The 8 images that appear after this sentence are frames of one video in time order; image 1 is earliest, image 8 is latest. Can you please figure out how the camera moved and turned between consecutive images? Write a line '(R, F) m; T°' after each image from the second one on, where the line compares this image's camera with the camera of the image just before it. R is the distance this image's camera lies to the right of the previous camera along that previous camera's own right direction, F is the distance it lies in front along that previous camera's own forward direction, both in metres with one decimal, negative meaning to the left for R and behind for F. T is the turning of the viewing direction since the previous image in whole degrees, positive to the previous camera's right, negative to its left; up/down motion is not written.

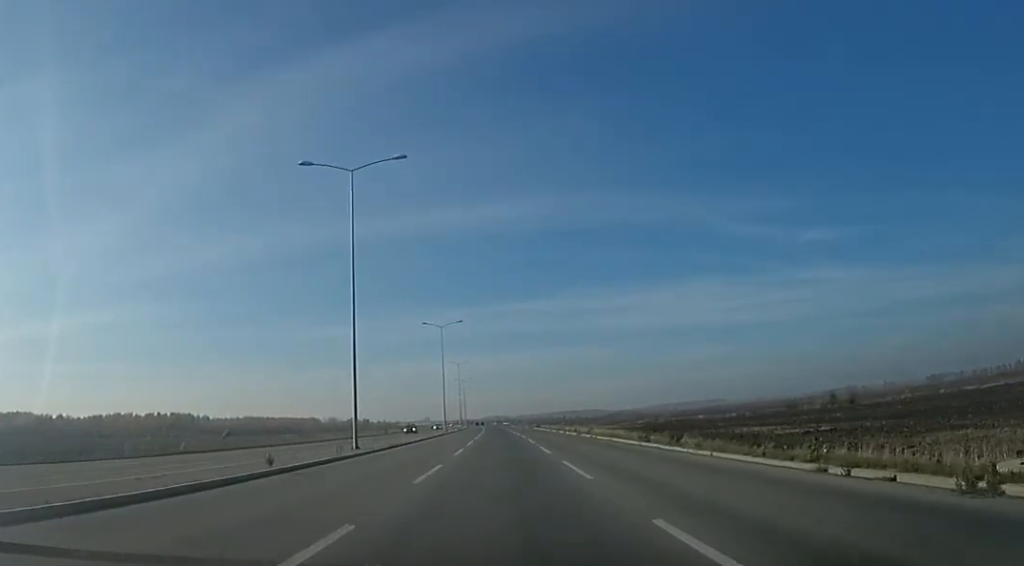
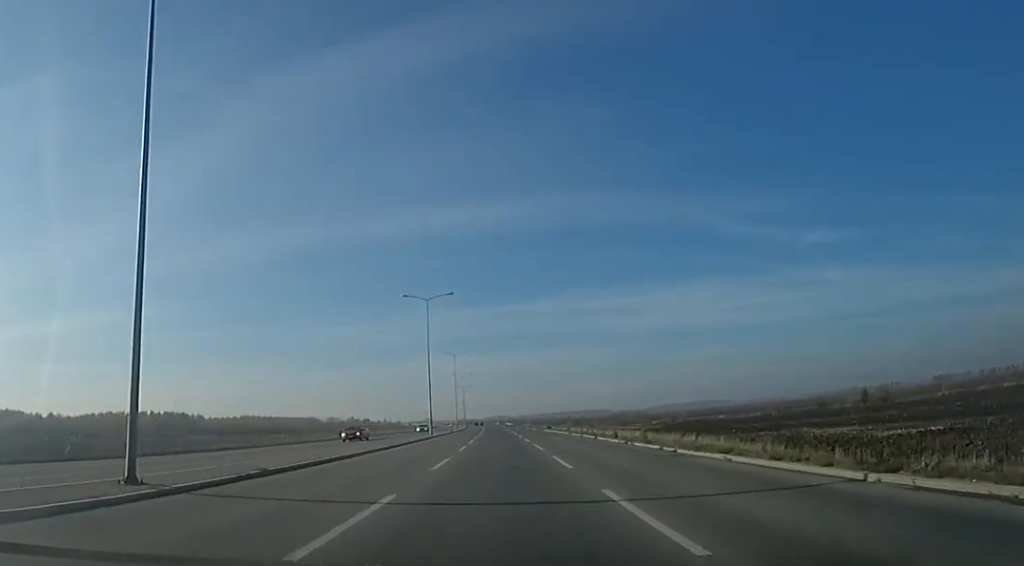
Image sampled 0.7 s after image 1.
(0.0, +17.1) m; 0°
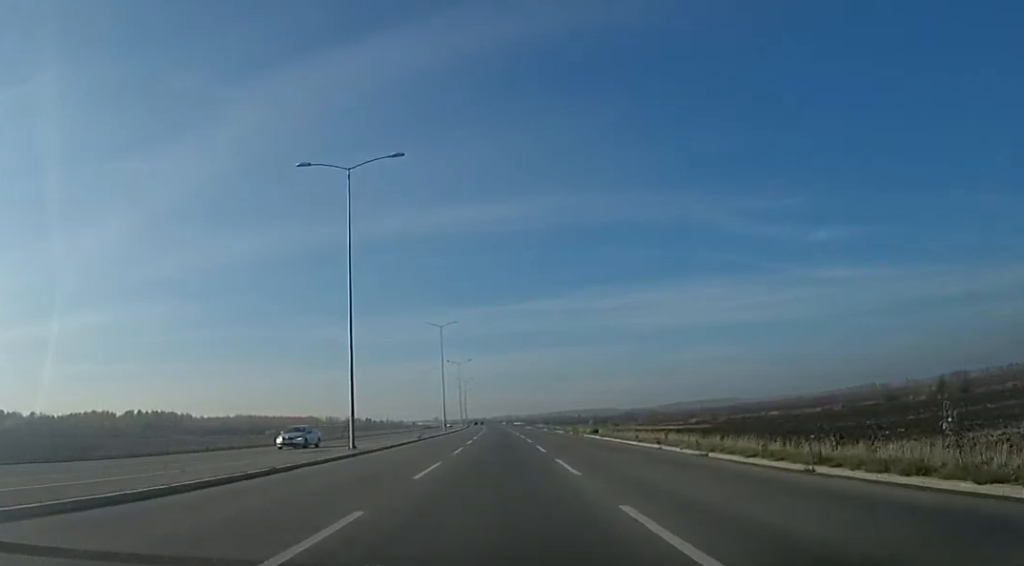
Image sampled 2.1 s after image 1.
(0.0, +32.1) m; -1°
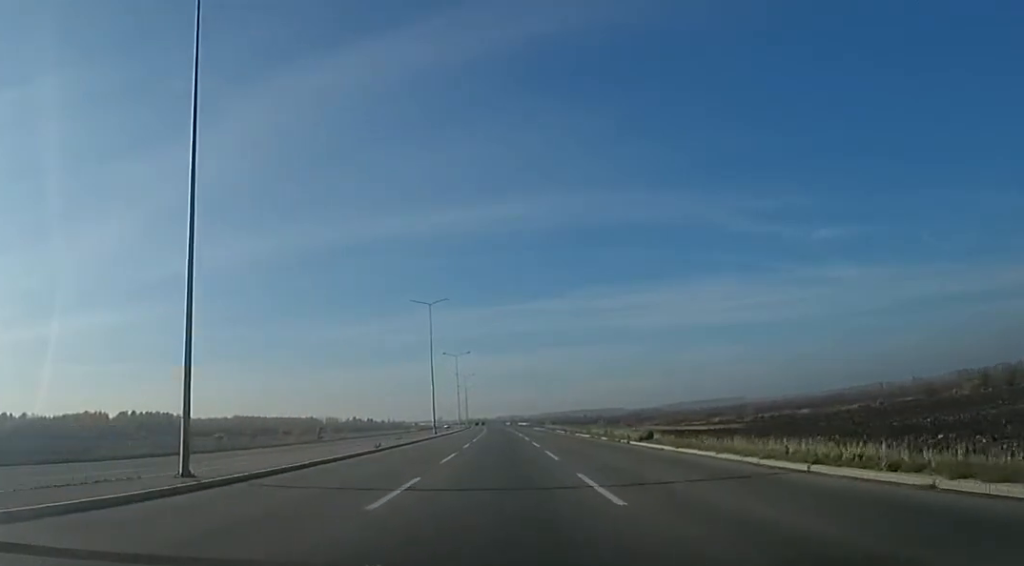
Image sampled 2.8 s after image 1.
(+0.1, +14.7) m; -1°
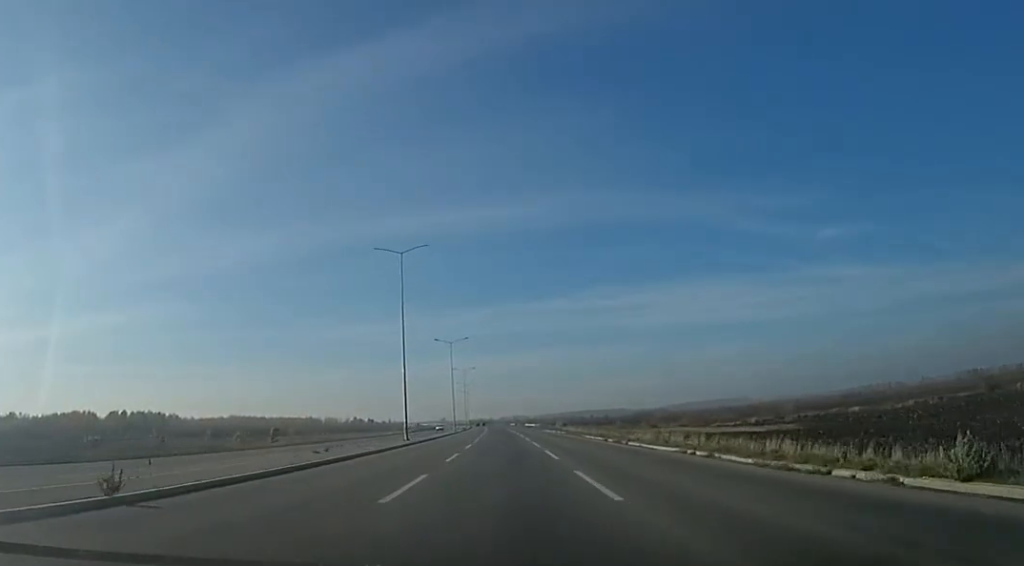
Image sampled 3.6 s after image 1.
(-0.5, +19.2) m; -1°
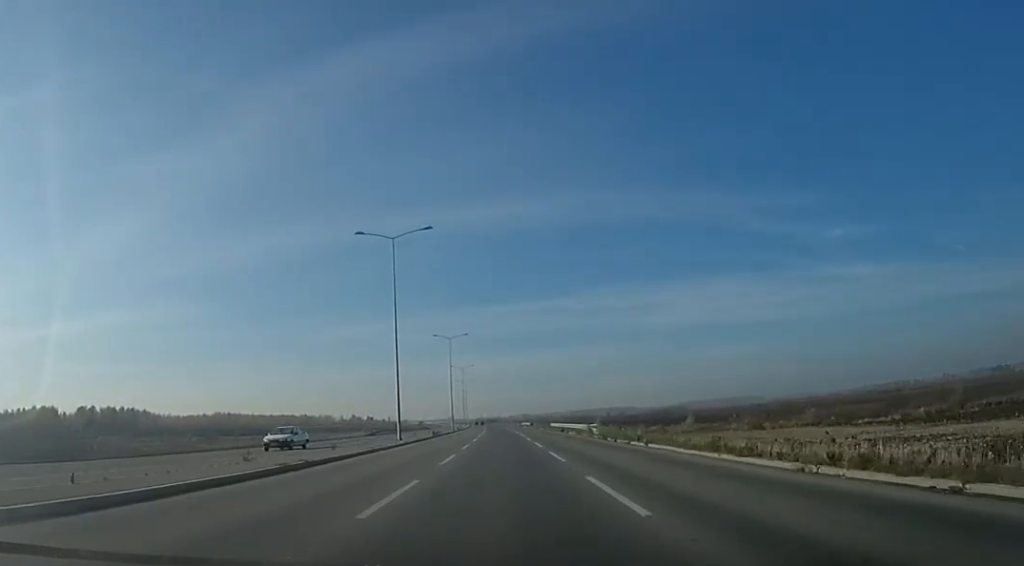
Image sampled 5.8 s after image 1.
(-0.2, +50.4) m; -1°
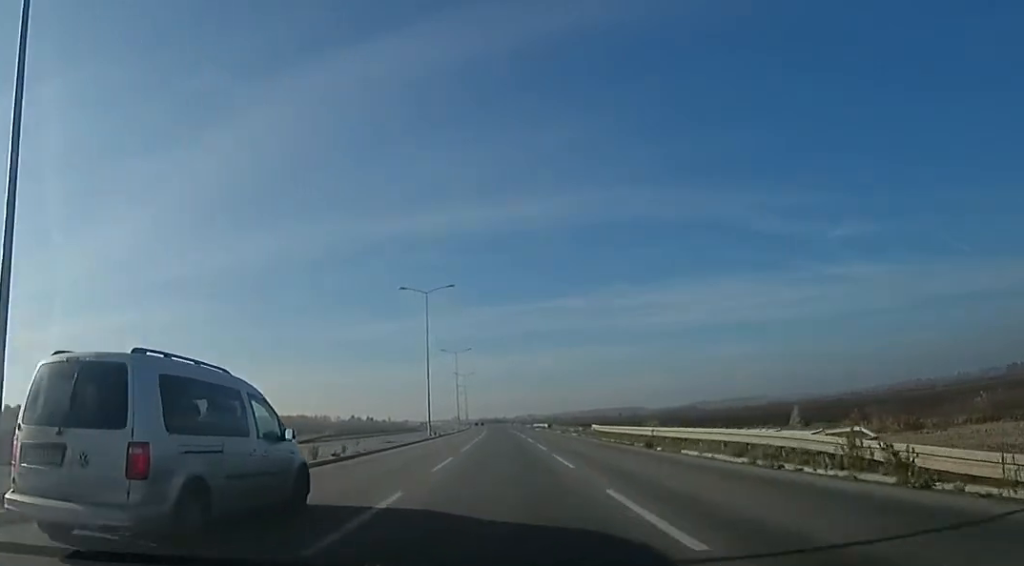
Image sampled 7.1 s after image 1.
(-0.4, +32.0) m; 0°
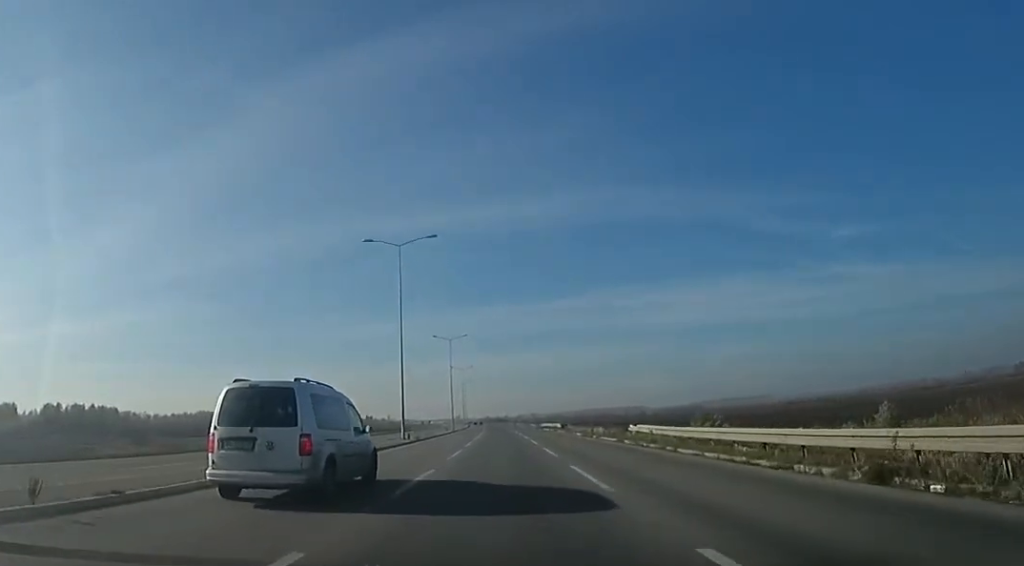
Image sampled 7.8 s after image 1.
(0.0, +15.1) m; 0°
